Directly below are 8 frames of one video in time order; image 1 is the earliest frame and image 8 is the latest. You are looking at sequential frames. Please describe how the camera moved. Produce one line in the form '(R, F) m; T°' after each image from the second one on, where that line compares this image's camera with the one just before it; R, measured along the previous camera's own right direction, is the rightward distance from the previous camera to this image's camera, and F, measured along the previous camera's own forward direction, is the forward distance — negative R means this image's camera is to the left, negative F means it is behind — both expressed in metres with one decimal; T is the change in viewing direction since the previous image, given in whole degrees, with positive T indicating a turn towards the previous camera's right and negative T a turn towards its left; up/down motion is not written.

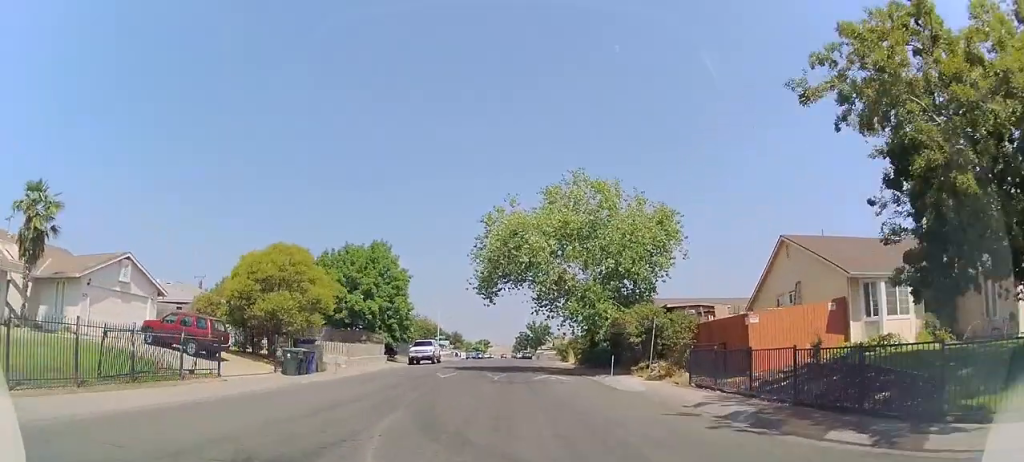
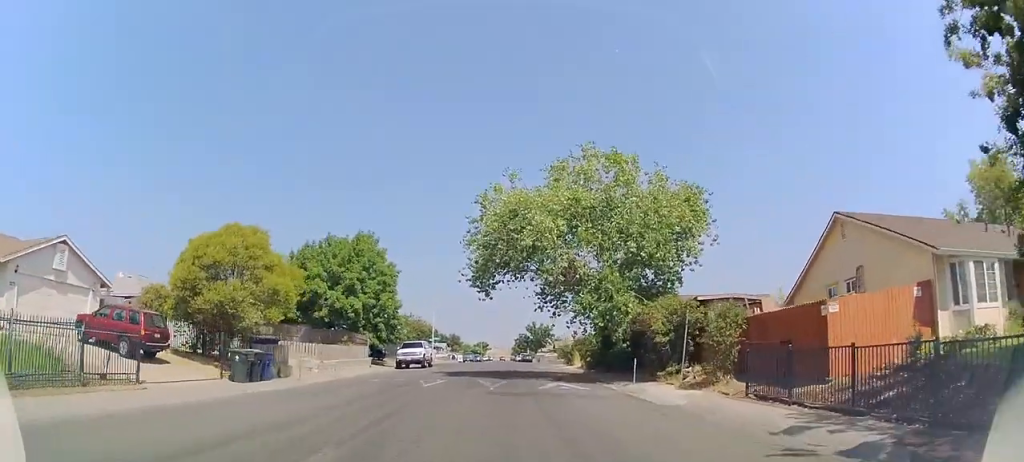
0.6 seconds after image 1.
(+0.1, +4.7) m; +1°
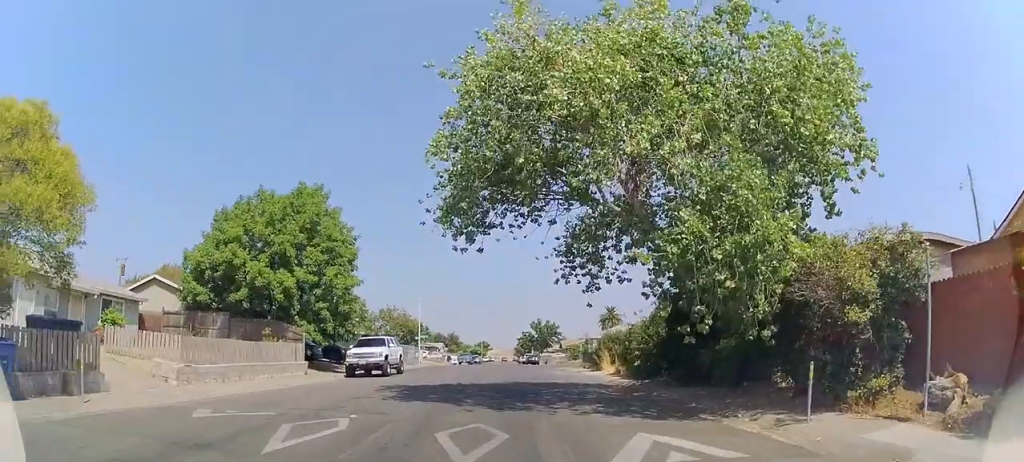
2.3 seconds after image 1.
(-0.1, +12.8) m; -4°
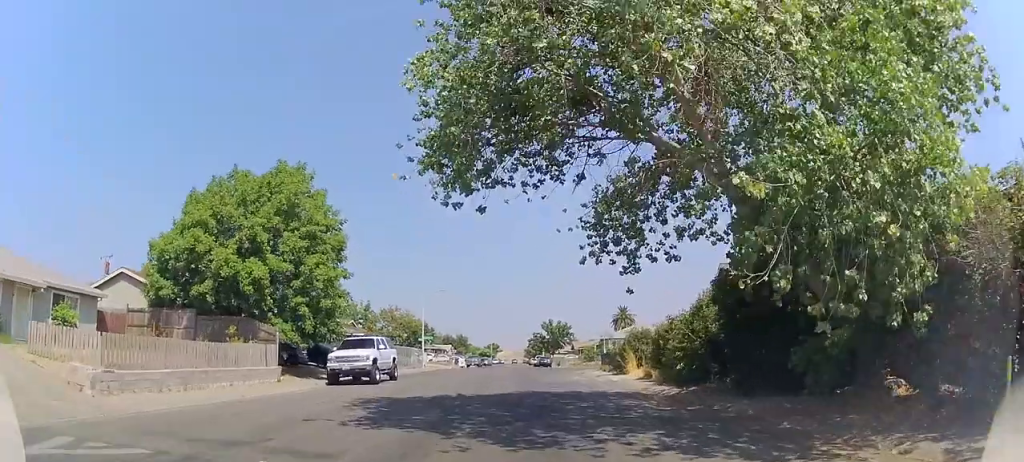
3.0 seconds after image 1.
(-0.3, +4.6) m; -1°
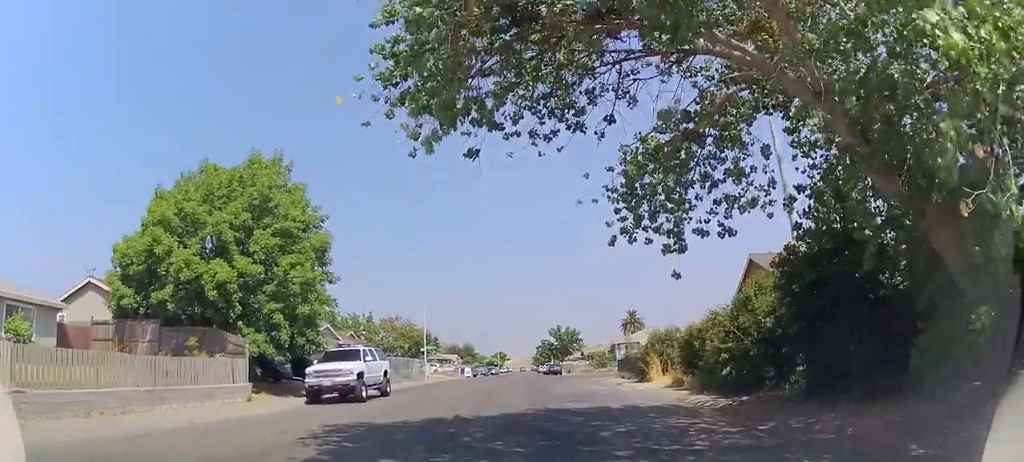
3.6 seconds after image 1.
(-0.1, +3.7) m; 0°
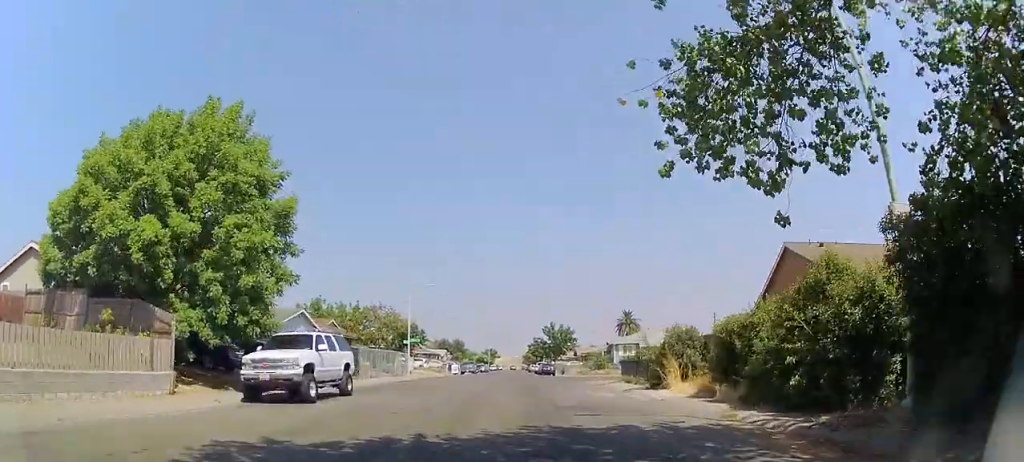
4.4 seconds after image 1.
(+0.2, +4.4) m; +2°
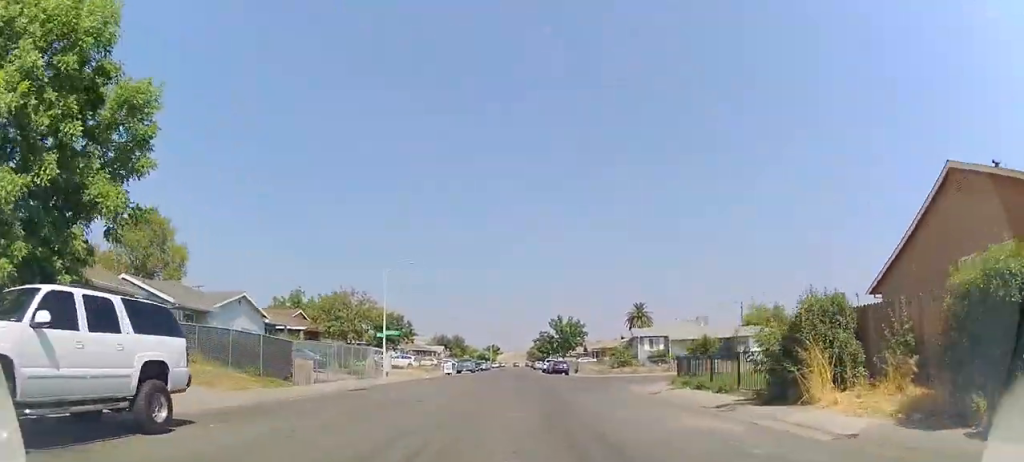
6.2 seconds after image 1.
(0.0, +10.2) m; +1°
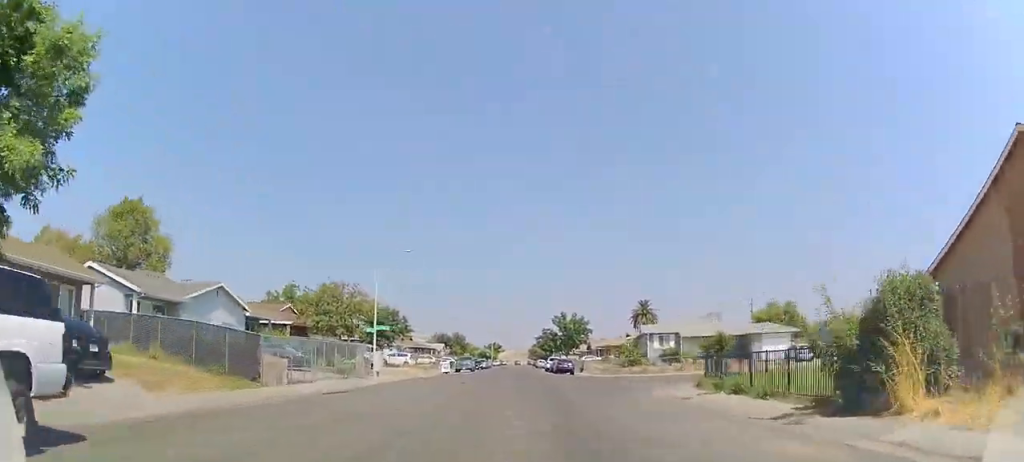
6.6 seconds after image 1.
(0.0, +2.8) m; 0°
